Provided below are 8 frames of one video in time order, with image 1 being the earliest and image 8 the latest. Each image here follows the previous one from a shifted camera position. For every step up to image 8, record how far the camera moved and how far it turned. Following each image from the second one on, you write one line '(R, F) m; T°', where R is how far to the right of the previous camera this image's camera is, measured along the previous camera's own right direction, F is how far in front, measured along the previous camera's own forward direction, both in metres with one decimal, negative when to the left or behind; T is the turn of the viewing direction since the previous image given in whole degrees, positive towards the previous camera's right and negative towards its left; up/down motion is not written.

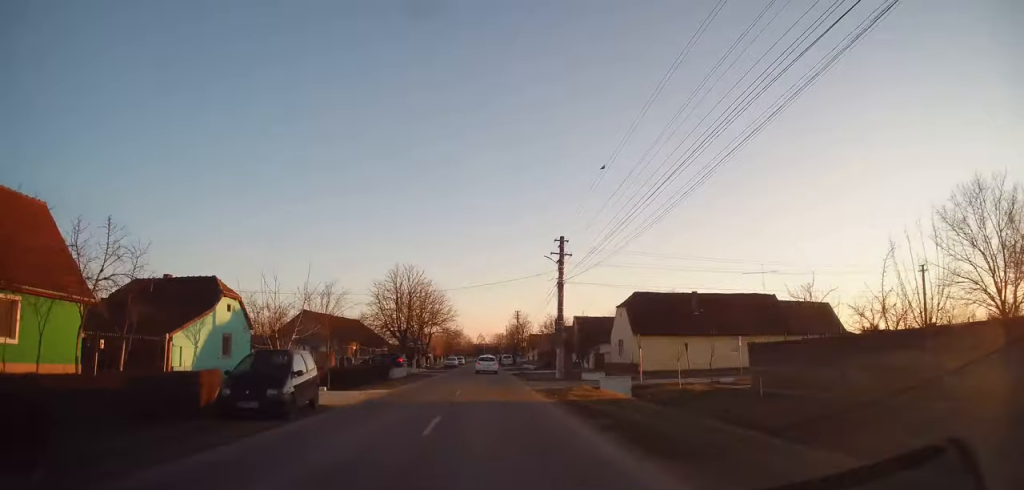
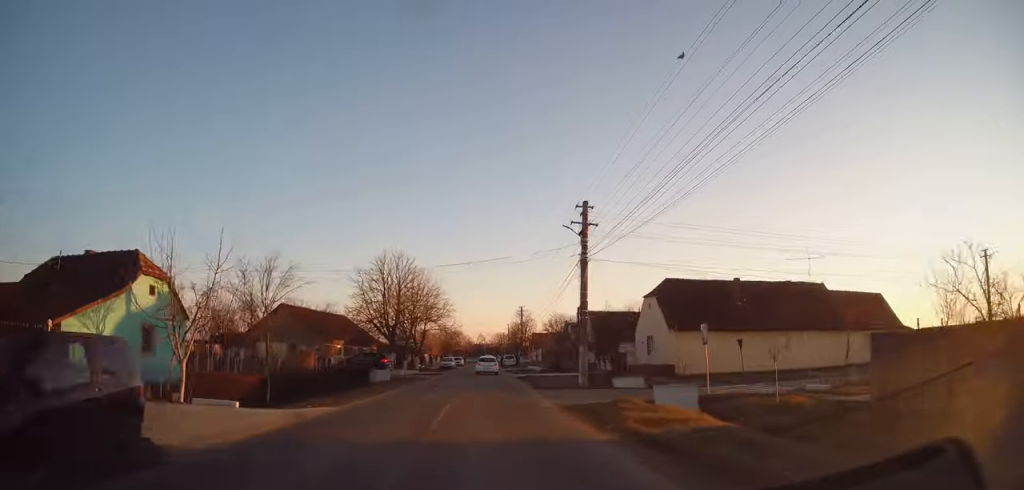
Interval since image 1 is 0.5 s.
(+0.1, +7.8) m; 0°
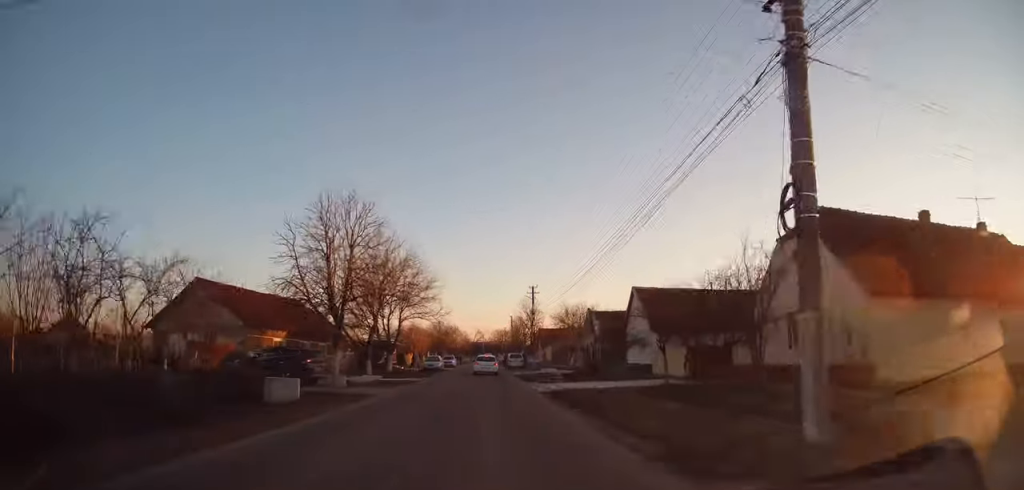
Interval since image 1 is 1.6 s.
(-0.3, +18.3) m; 0°
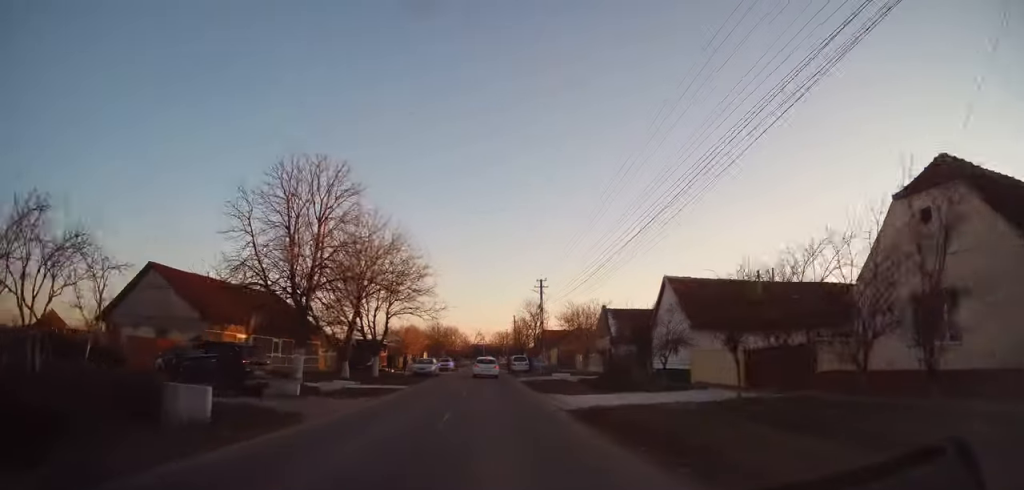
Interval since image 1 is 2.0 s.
(+0.2, +6.6) m; 0°
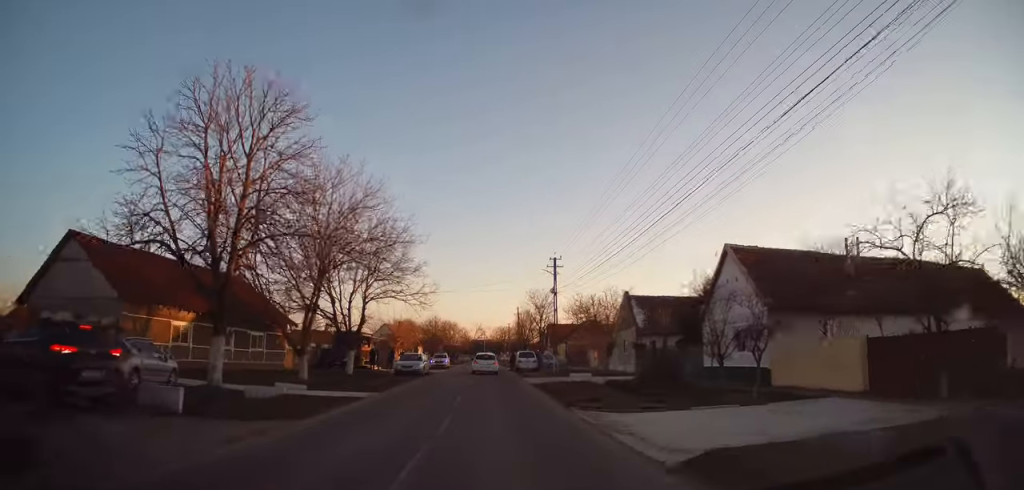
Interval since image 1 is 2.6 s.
(0.0, +8.9) m; 0°
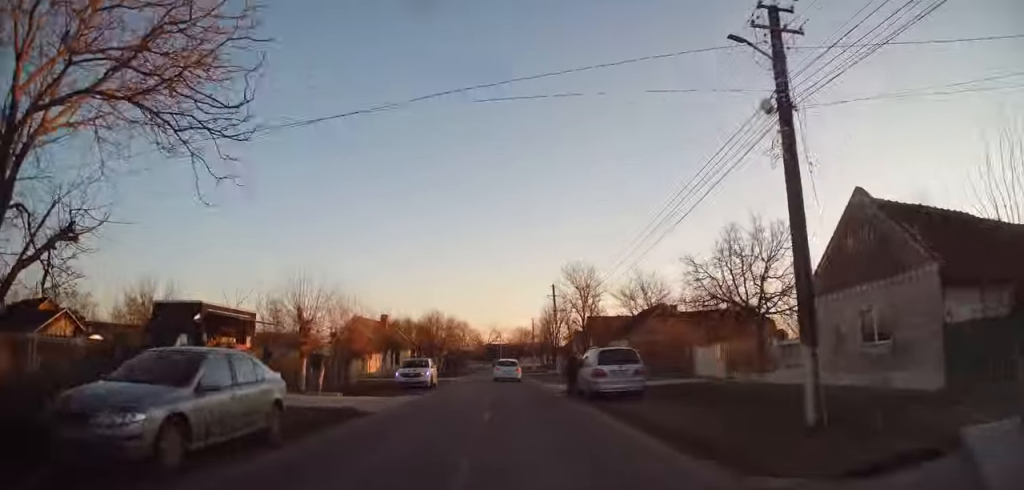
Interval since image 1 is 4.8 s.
(-0.2, +28.7) m; -1°
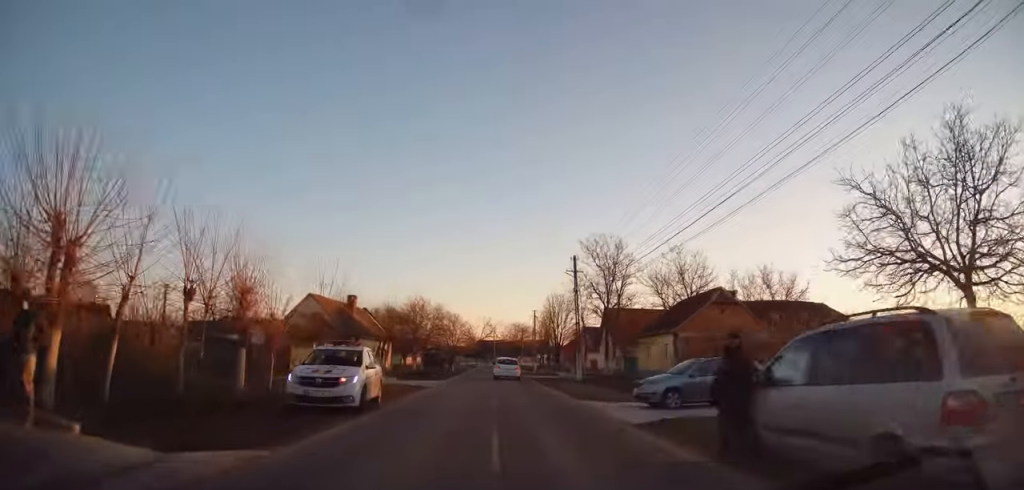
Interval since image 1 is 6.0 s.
(-0.3, +14.3) m; 0°
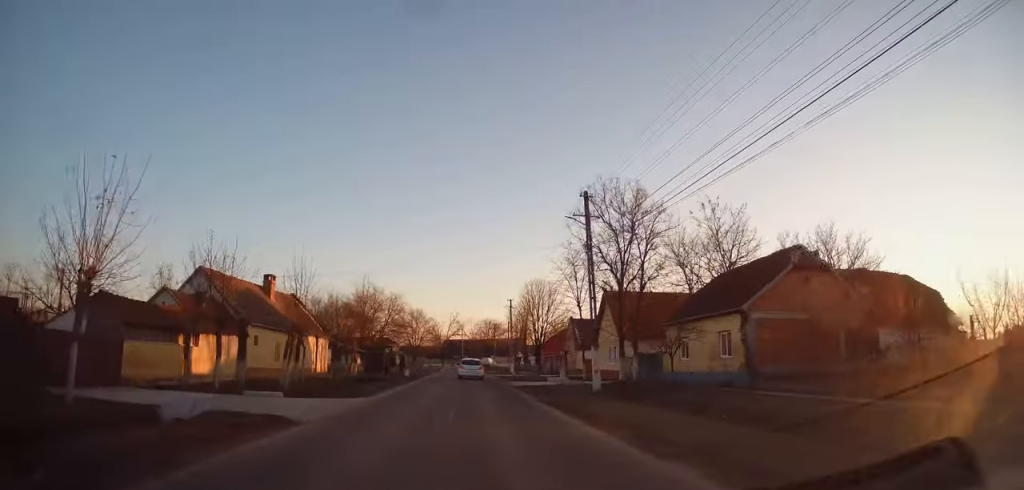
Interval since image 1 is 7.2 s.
(+0.3, +14.0) m; +2°
